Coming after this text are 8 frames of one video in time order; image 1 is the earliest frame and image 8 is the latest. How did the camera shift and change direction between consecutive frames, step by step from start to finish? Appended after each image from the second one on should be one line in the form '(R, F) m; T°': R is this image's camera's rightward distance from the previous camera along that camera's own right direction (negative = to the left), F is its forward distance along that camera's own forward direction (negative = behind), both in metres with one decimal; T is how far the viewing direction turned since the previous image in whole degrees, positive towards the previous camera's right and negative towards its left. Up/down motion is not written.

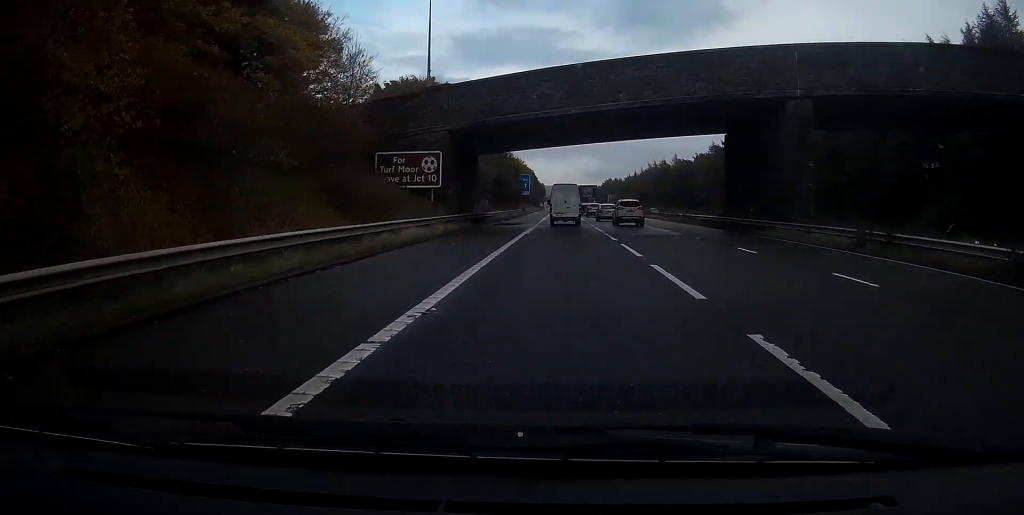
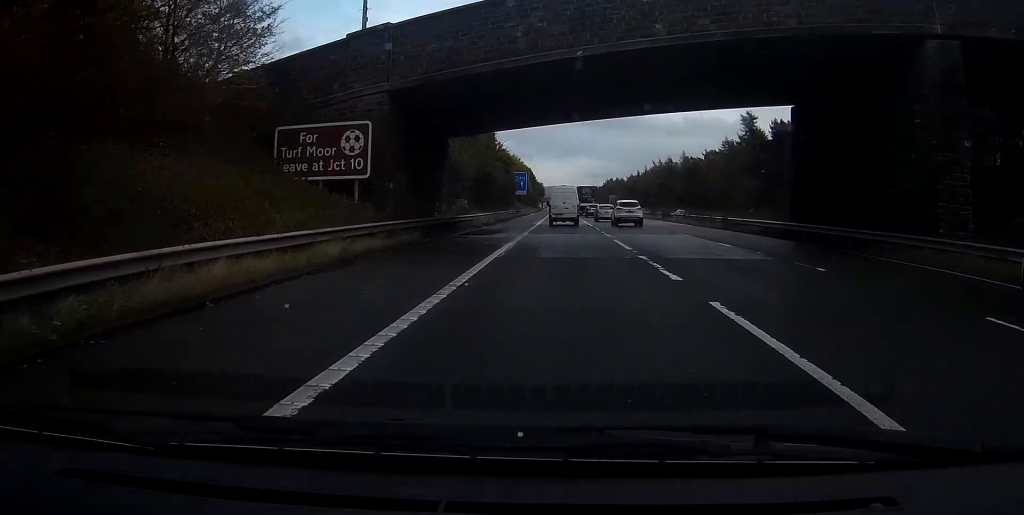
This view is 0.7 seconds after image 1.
(0.0, +15.0) m; 0°
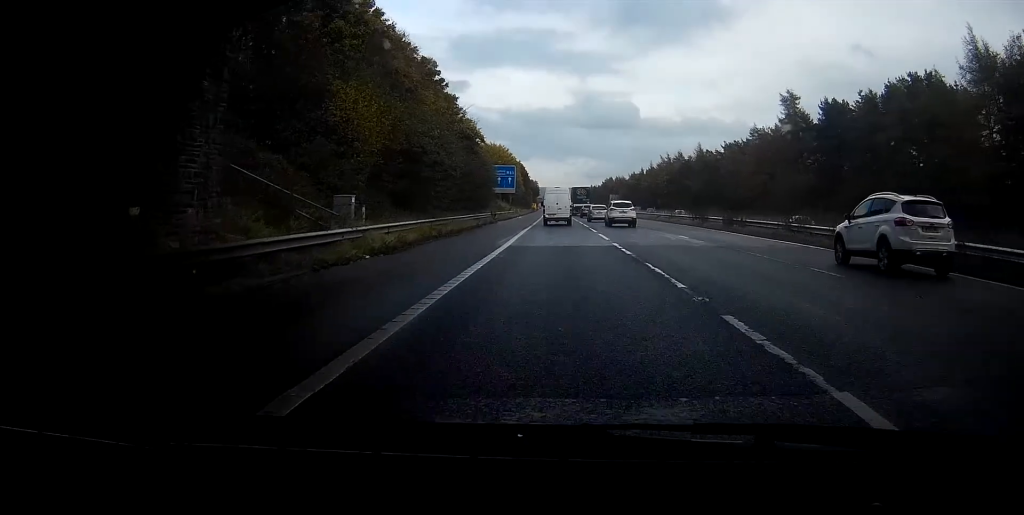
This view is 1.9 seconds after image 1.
(0.0, +28.4) m; 0°
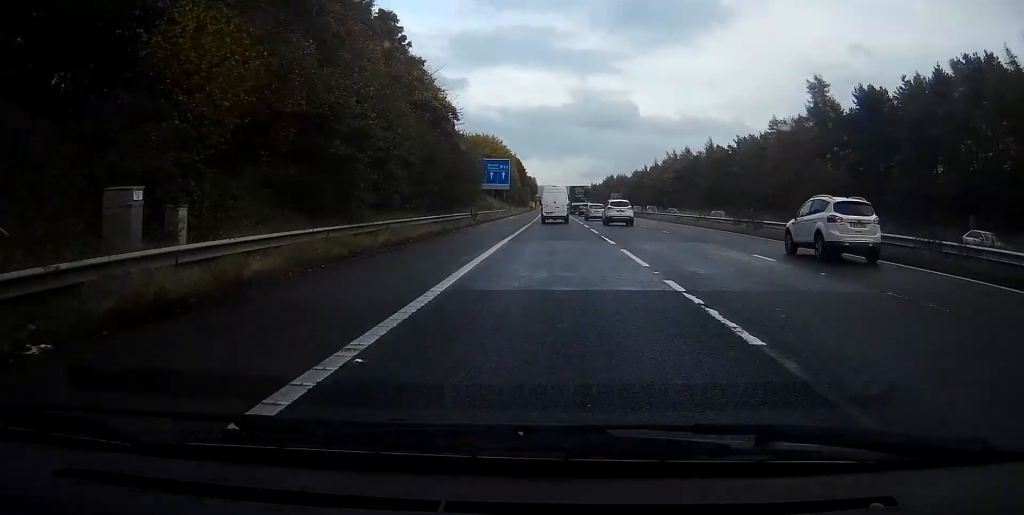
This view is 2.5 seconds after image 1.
(-0.1, +13.3) m; 0°
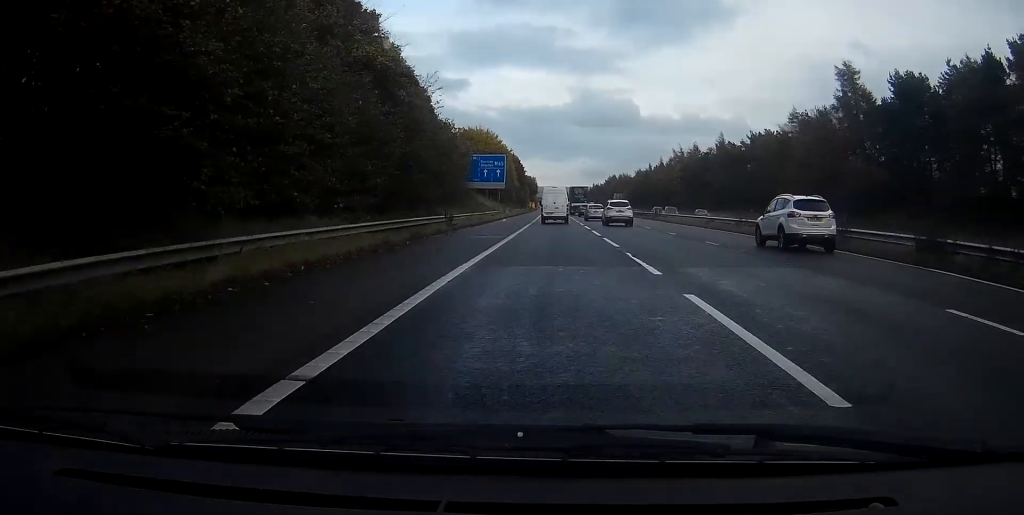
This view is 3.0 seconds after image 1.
(-0.1, +11.1) m; 0°
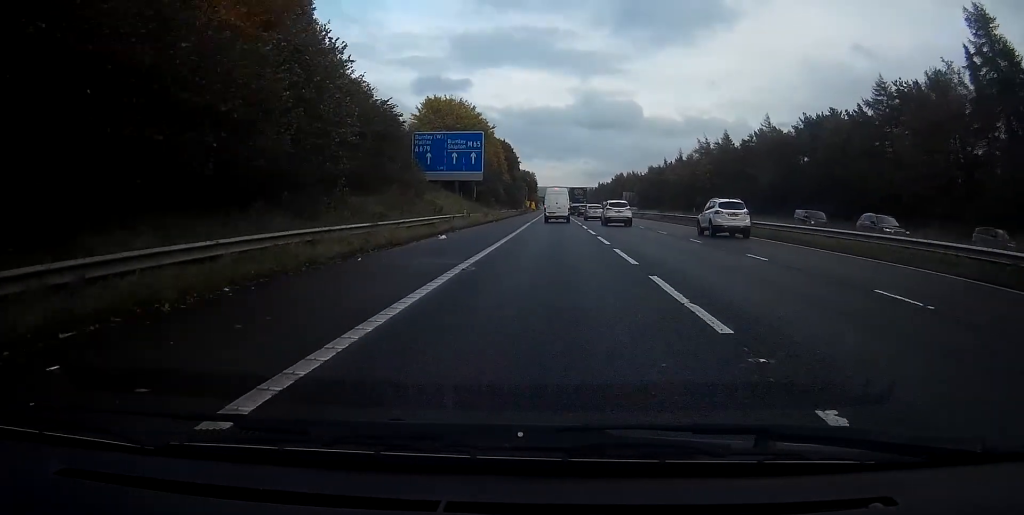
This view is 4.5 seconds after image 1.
(0.0, +33.4) m; 0°
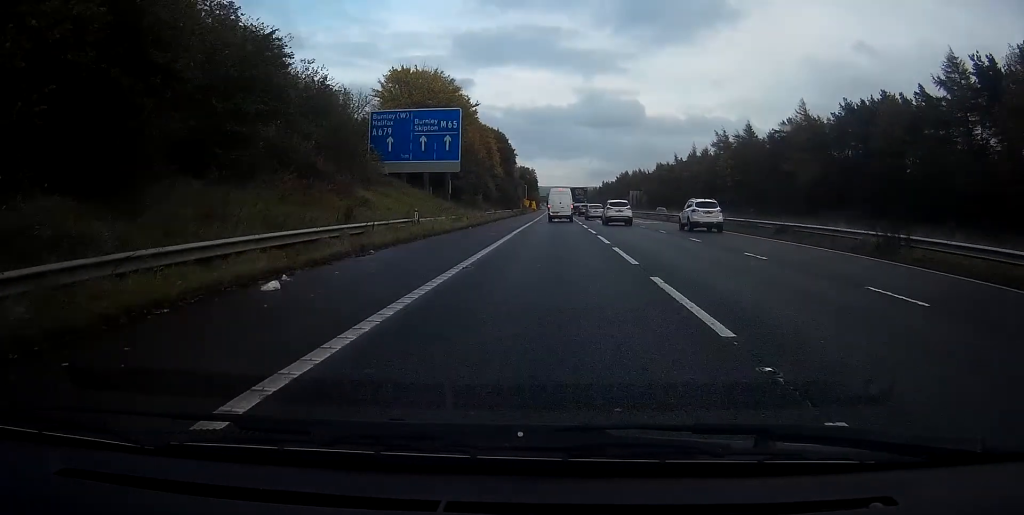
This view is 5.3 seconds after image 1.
(0.0, +17.7) m; 0°
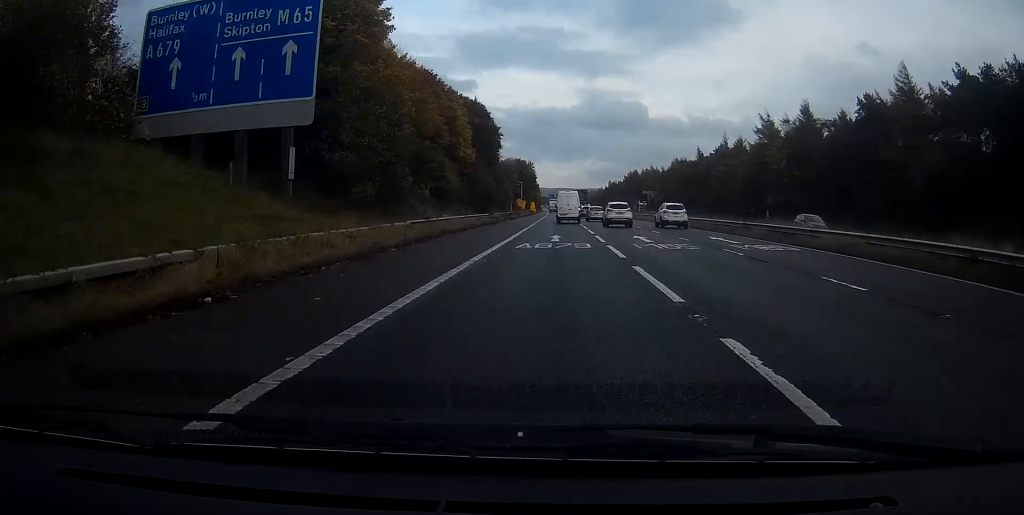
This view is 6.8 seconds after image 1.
(+0.1, +33.1) m; 0°
